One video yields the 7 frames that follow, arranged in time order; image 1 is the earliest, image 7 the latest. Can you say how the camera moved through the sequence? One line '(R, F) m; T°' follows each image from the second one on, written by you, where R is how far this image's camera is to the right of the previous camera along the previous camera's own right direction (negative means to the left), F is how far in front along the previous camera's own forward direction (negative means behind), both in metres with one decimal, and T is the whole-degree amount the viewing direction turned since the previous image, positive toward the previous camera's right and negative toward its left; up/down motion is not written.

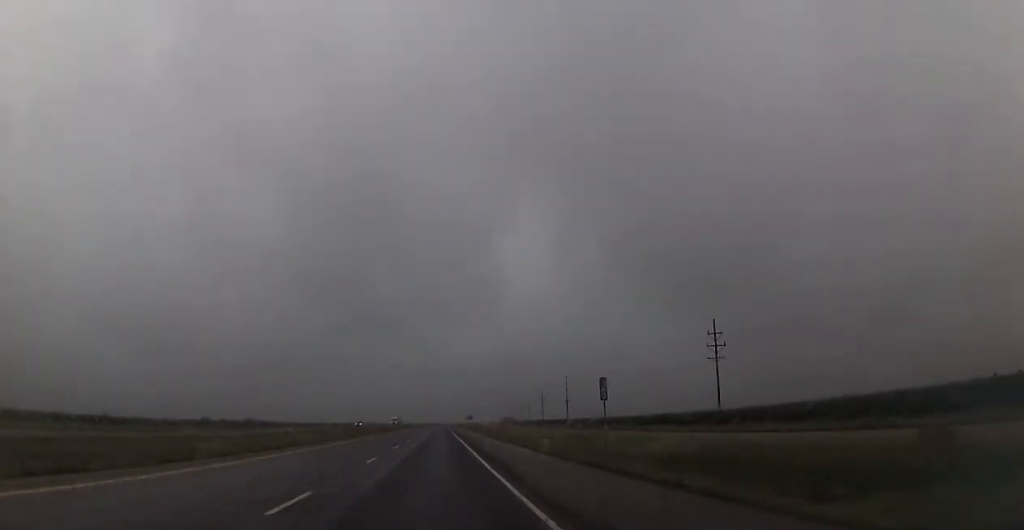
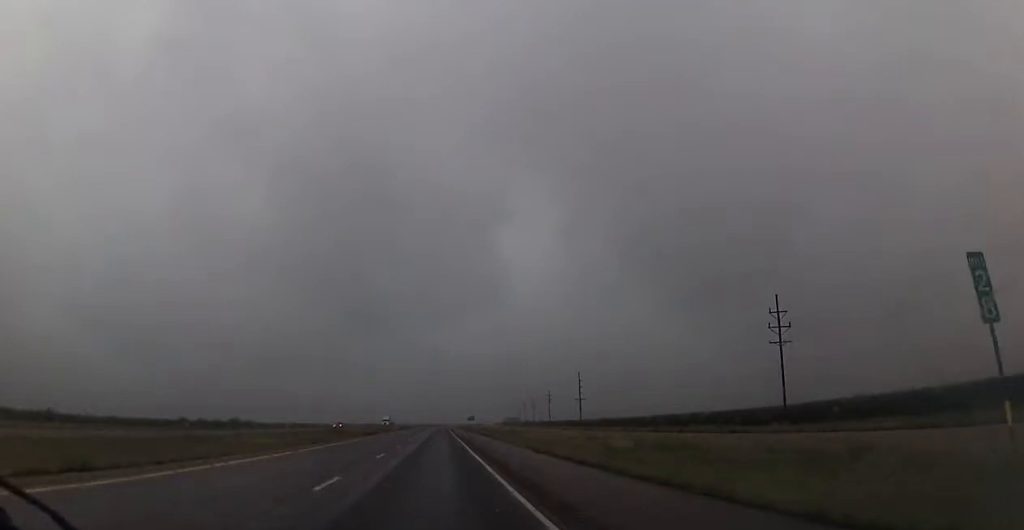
(-0.2, +20.7) m; 0°
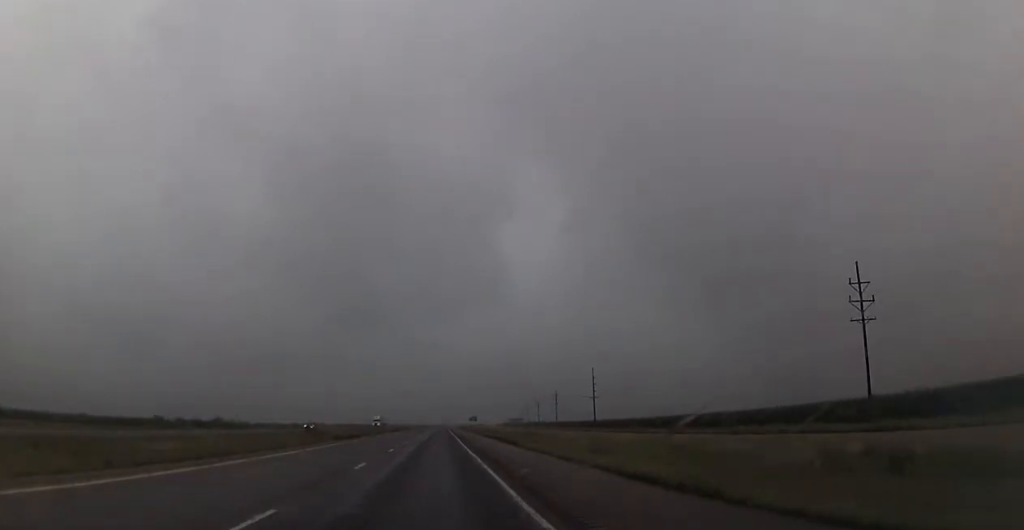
(0.0, +18.2) m; 0°
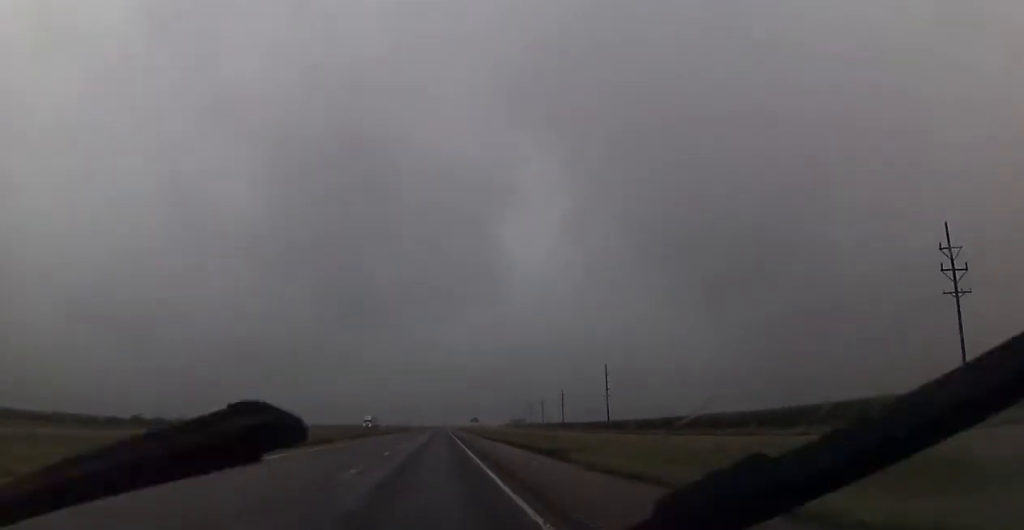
(+0.1, +14.5) m; 0°
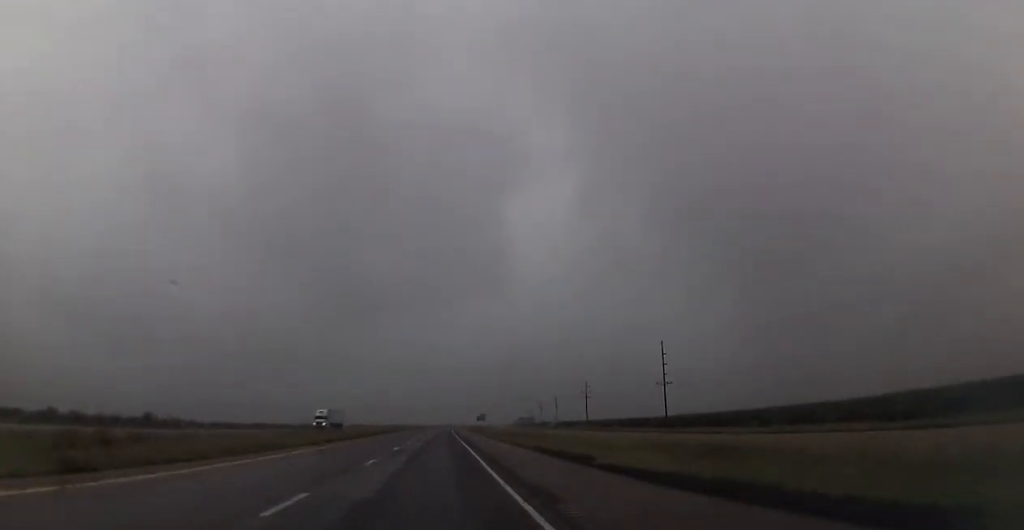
(-0.4, +43.5) m; 0°
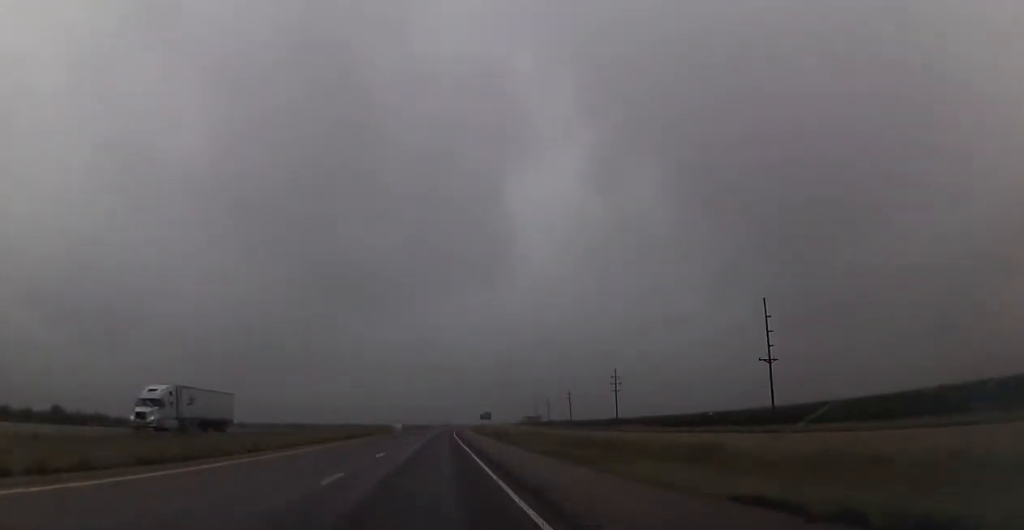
(+0.5, +43.5) m; +1°
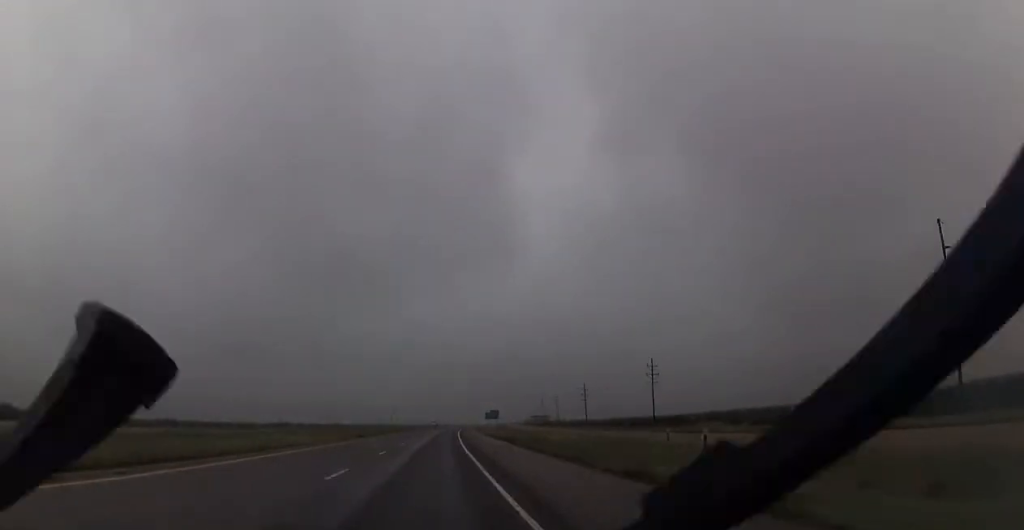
(0.0, +35.0) m; 0°
